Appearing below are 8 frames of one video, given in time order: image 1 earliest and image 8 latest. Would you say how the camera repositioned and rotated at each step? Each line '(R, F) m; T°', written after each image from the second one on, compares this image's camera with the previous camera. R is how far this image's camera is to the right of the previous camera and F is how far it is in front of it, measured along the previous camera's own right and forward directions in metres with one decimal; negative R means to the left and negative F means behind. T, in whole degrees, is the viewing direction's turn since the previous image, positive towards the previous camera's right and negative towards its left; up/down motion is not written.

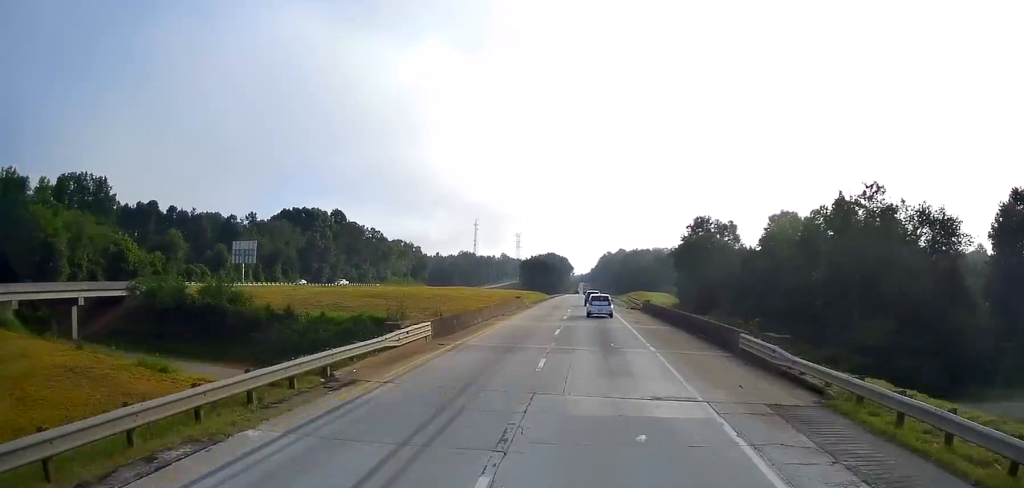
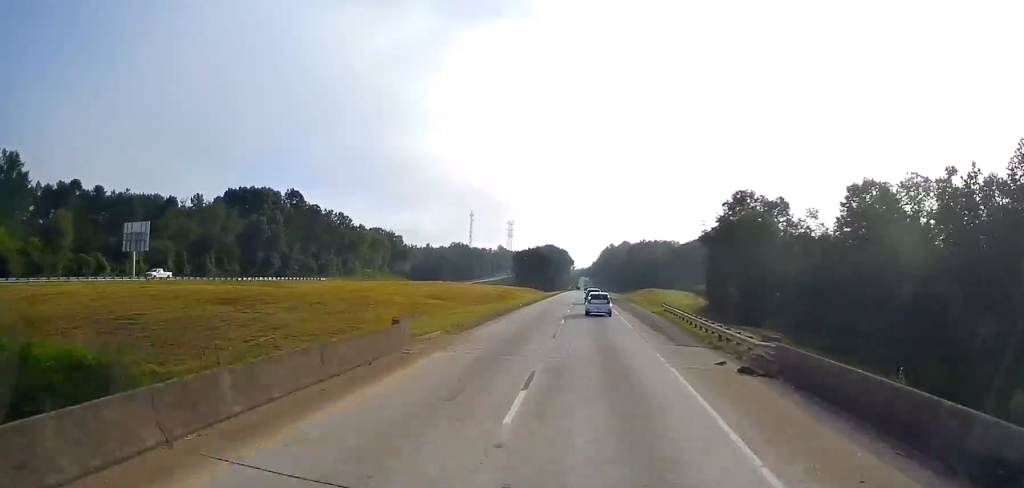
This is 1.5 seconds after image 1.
(+0.5, +43.0) m; 0°
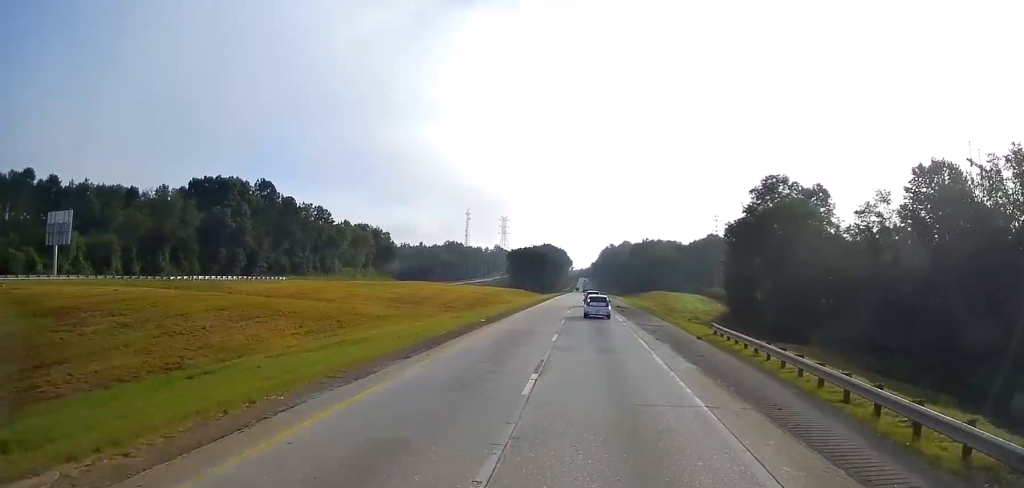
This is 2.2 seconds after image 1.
(+0.1, +21.4) m; -1°
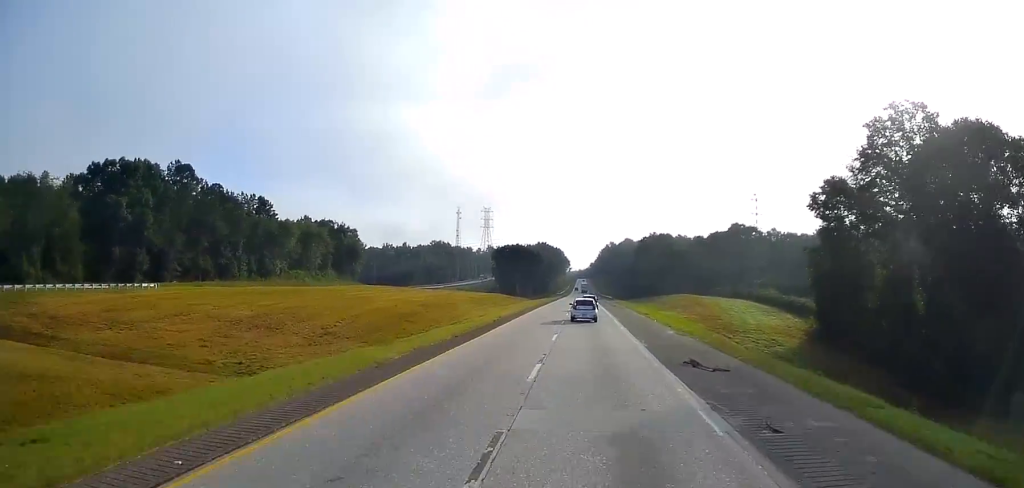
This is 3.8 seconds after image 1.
(+0.2, +46.0) m; +1°
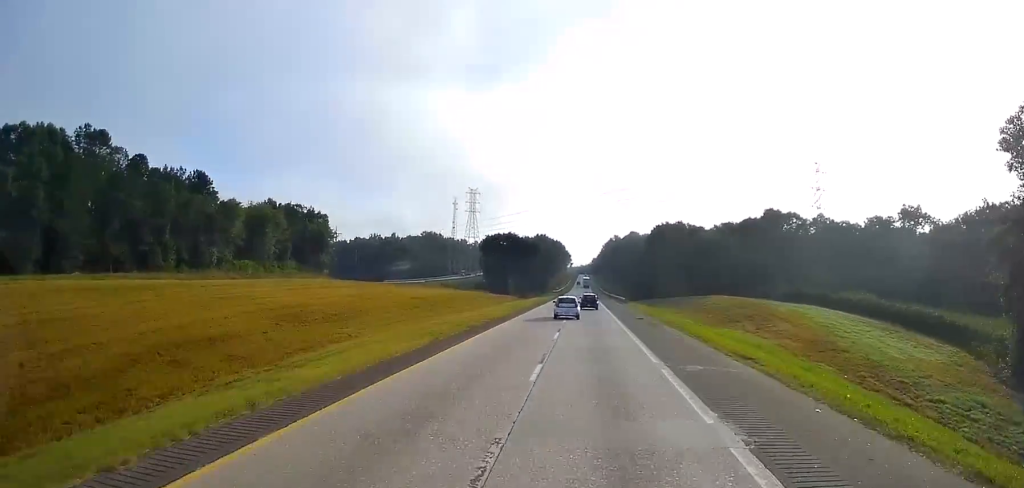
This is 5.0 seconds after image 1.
(-0.1, +37.0) m; 0°
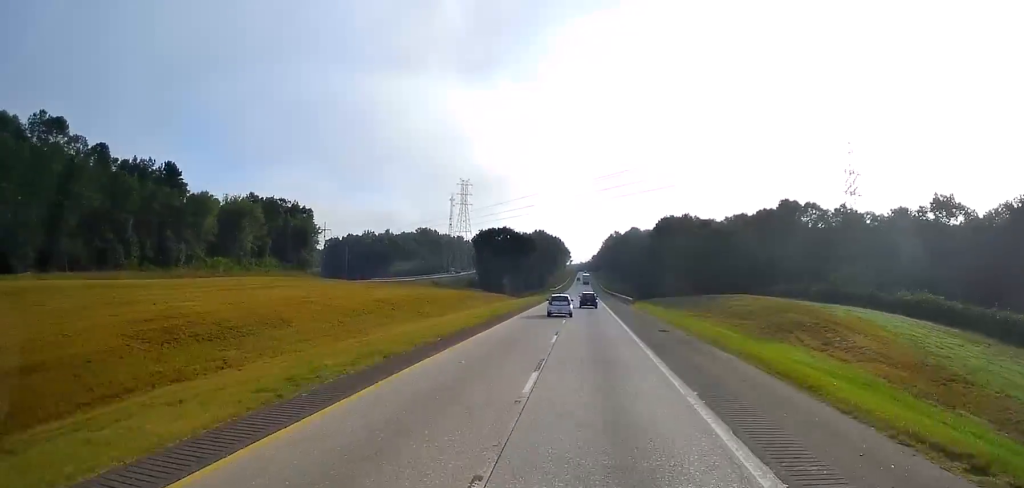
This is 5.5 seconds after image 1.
(+0.1, +14.3) m; 0°
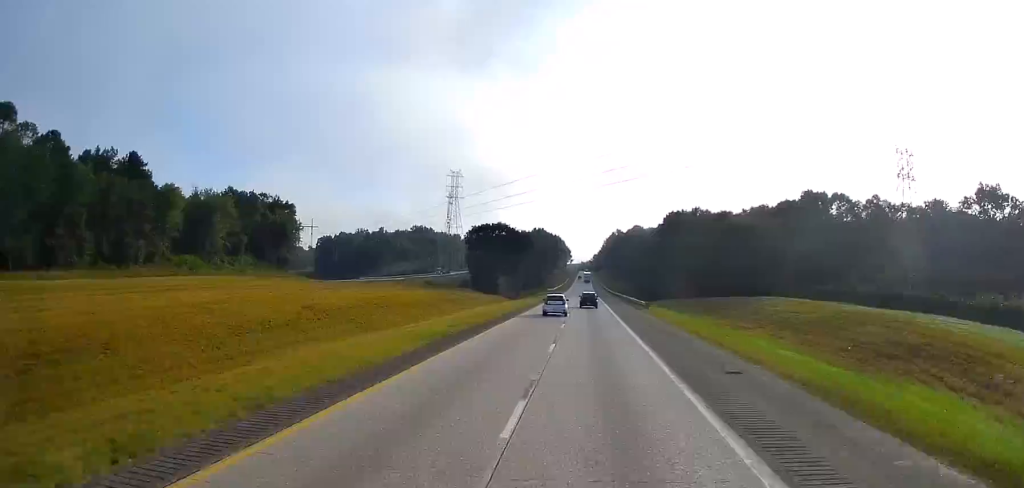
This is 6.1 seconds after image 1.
(+0.1, +16.3) m; 0°
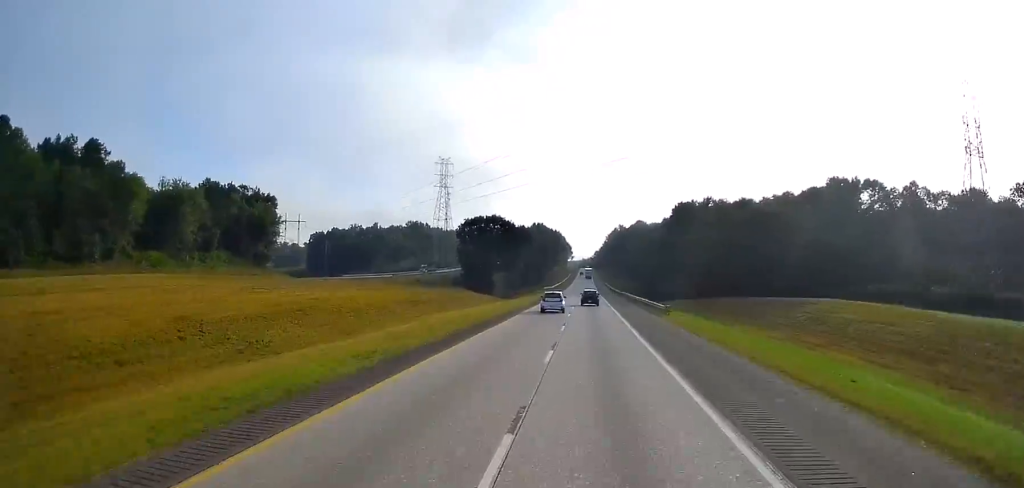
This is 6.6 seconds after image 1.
(-0.1, +15.3) m; 0°
